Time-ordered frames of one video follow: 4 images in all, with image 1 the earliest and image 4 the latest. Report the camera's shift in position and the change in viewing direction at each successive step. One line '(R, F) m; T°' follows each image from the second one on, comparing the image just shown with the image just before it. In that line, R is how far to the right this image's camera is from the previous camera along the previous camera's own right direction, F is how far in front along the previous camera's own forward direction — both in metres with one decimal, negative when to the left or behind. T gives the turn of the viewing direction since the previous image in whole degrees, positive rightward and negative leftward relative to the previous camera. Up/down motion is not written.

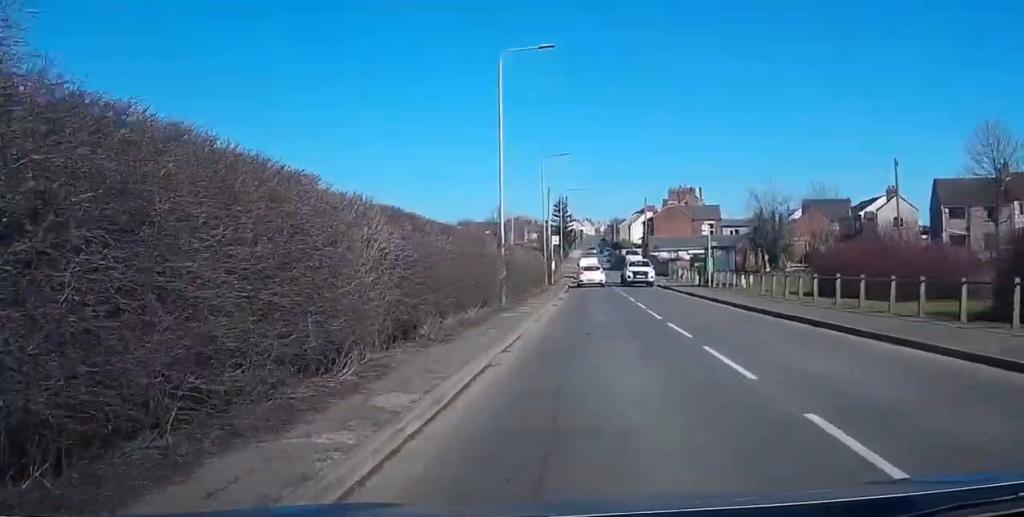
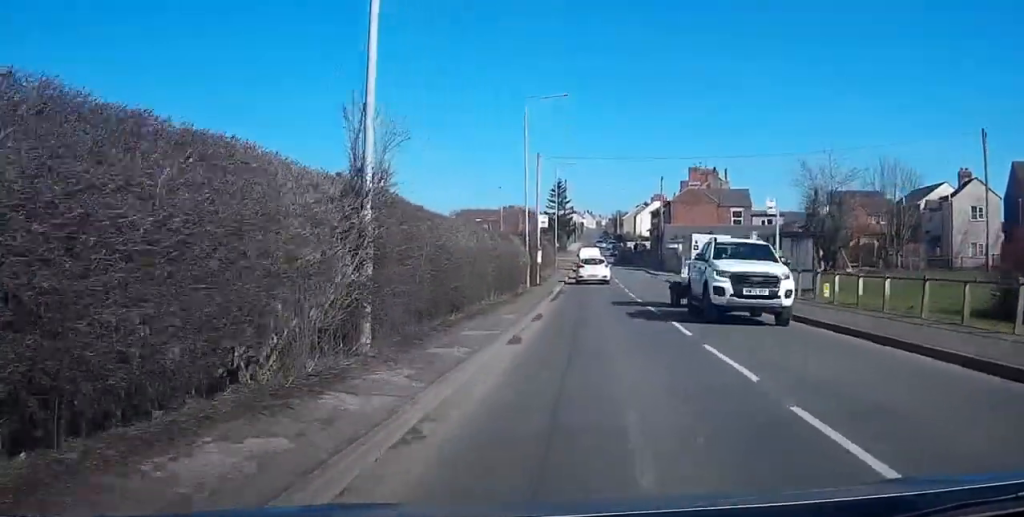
(0.0, +18.7) m; 0°
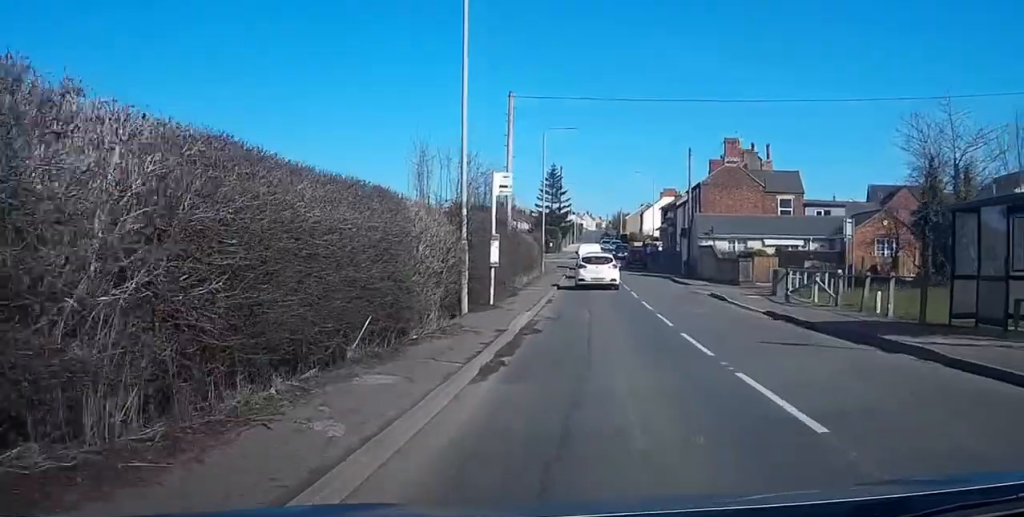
(0.0, +21.3) m; -1°
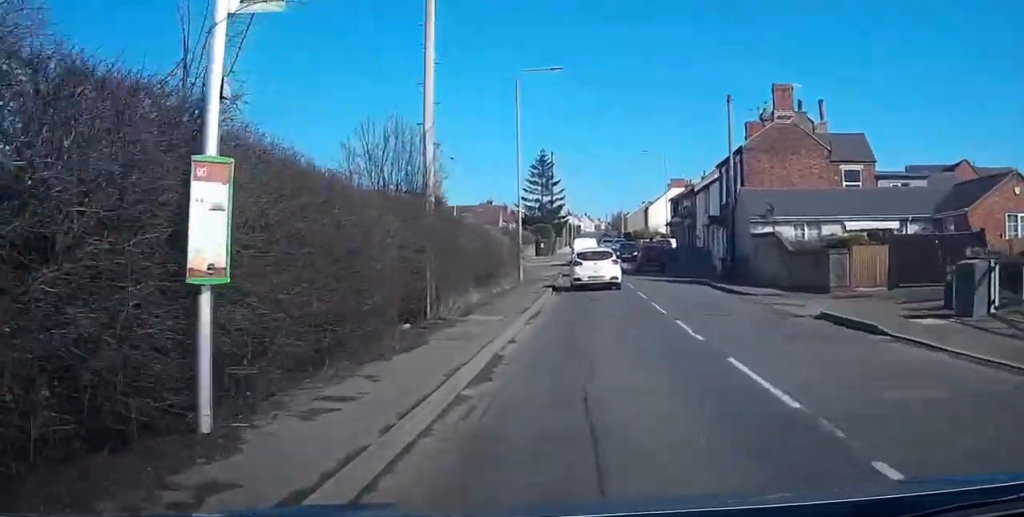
(-0.2, +17.3) m; -1°
